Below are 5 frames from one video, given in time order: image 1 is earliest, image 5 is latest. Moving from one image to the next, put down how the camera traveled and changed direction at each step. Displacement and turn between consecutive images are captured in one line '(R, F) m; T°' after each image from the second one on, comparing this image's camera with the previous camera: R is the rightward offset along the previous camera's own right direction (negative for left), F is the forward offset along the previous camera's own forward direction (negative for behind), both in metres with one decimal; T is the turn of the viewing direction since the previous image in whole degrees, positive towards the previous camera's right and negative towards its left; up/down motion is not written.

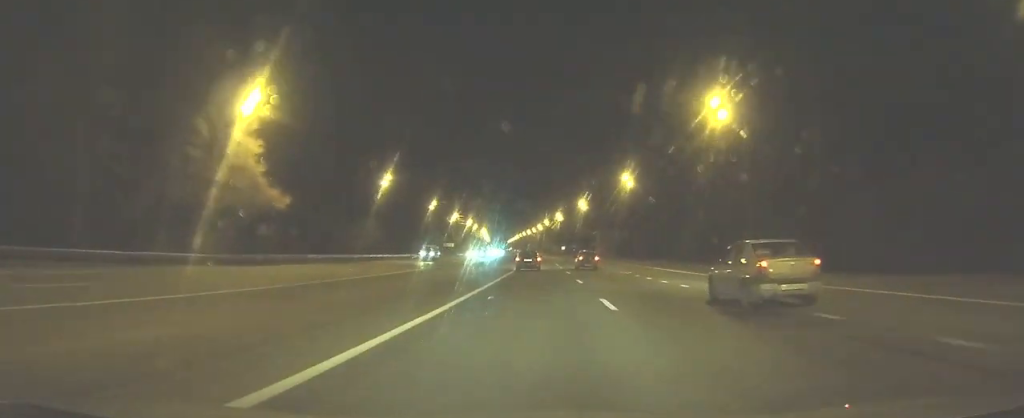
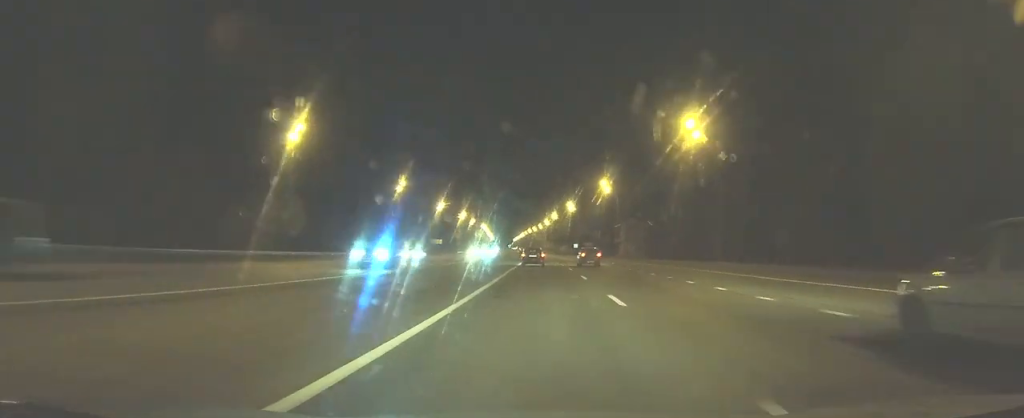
(-0.2, +35.0) m; -1°
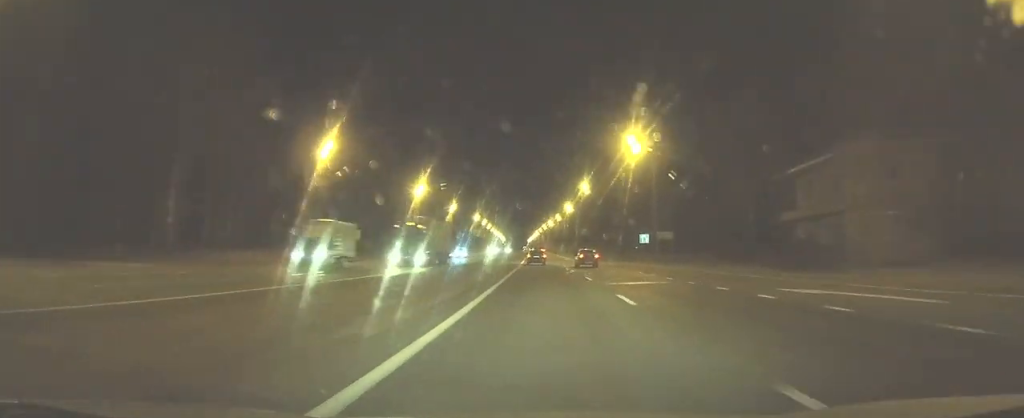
(-1.3, +82.7) m; -2°
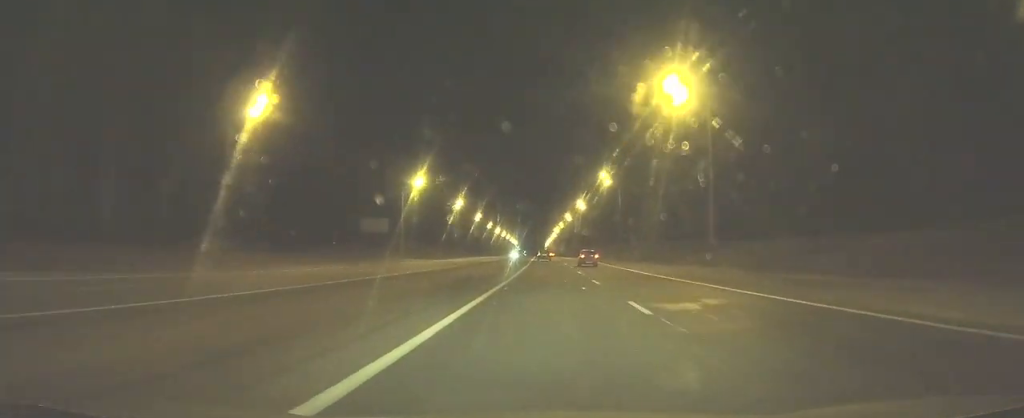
(-2.4, +111.0) m; -2°
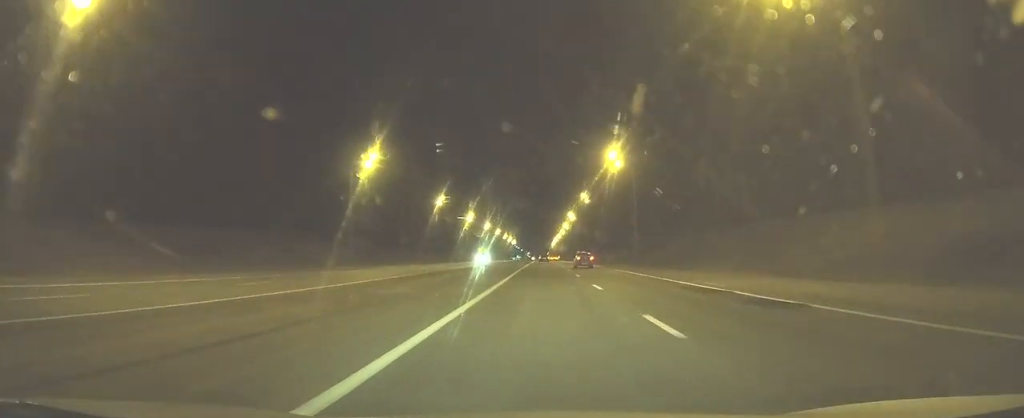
(-0.3, +112.0) m; 0°
